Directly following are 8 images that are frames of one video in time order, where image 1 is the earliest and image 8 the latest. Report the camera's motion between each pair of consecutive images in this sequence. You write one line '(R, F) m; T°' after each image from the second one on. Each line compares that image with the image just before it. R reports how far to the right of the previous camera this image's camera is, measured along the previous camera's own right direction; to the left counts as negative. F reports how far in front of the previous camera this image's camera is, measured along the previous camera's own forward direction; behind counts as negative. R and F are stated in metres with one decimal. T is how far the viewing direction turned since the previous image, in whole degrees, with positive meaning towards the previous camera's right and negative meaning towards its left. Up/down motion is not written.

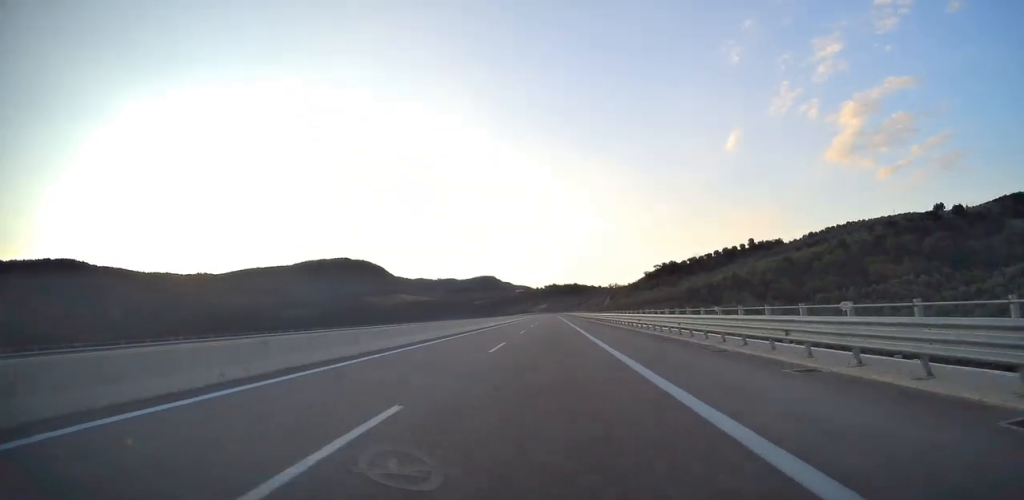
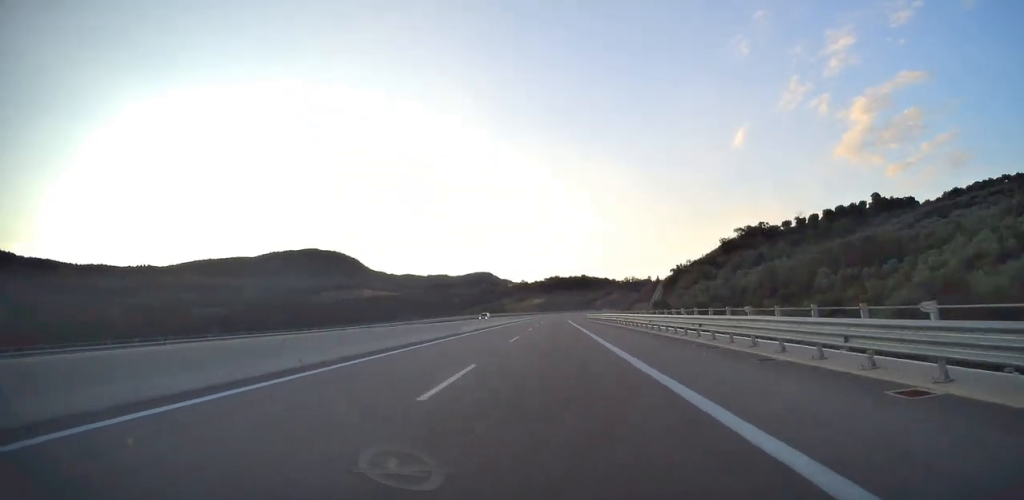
(-1.0, +203.6) m; +2°
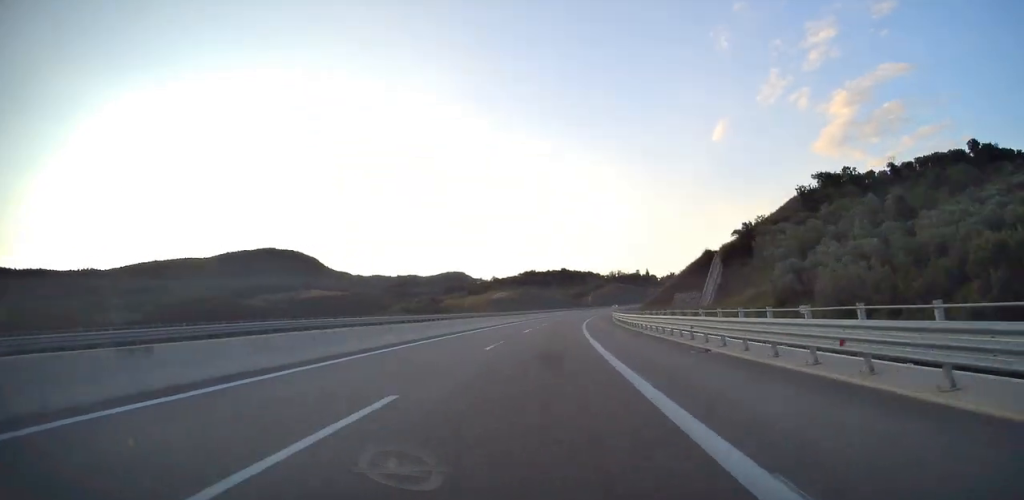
(-0.2, +97.3) m; +3°
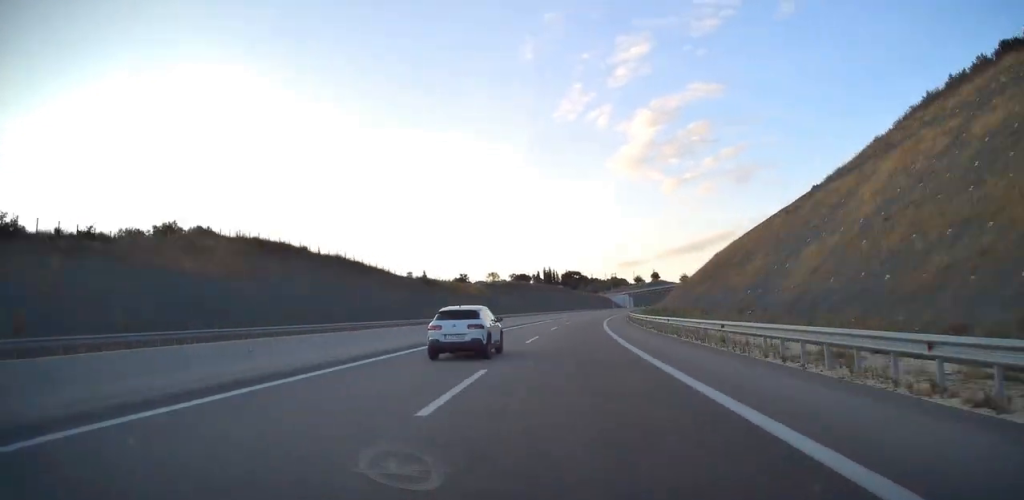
(+17.4, +220.5) m; +11°
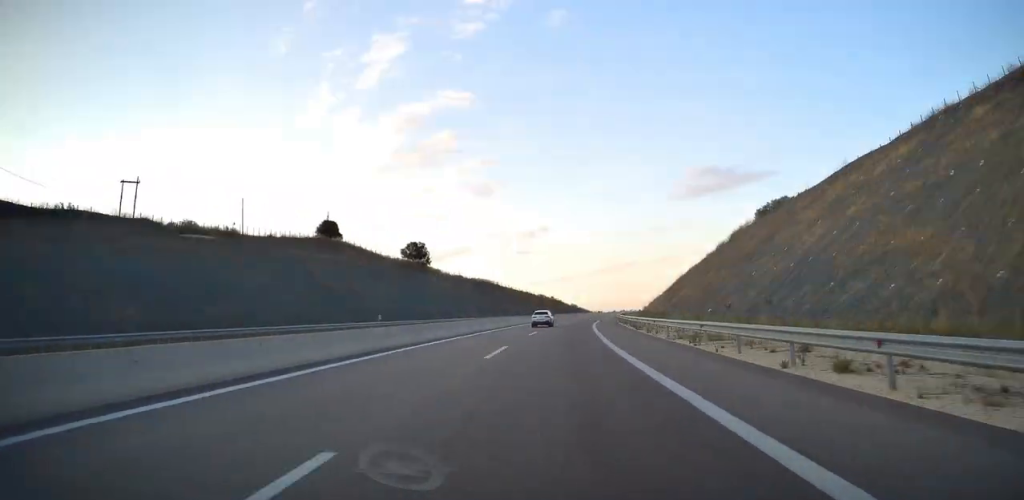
(+41.2, +219.4) m; +25°
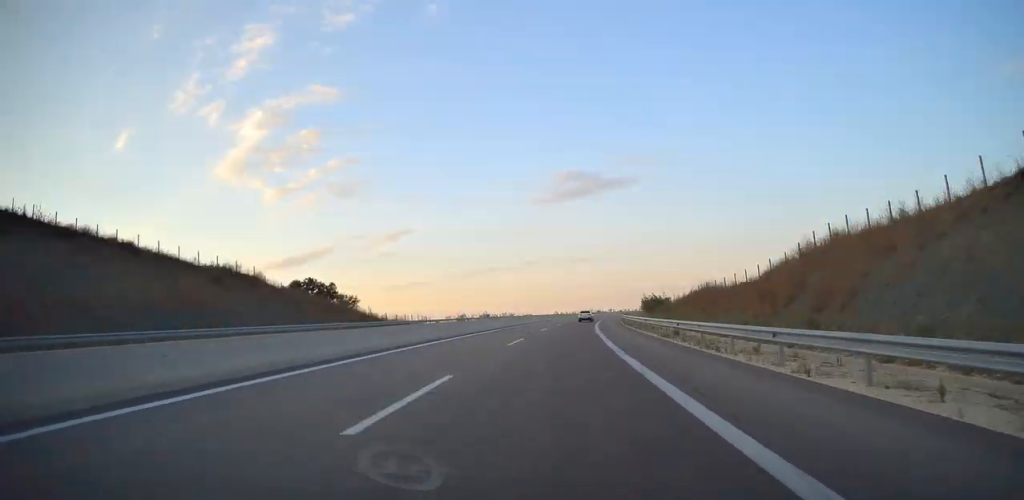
(+12.7, +204.6) m; +15°
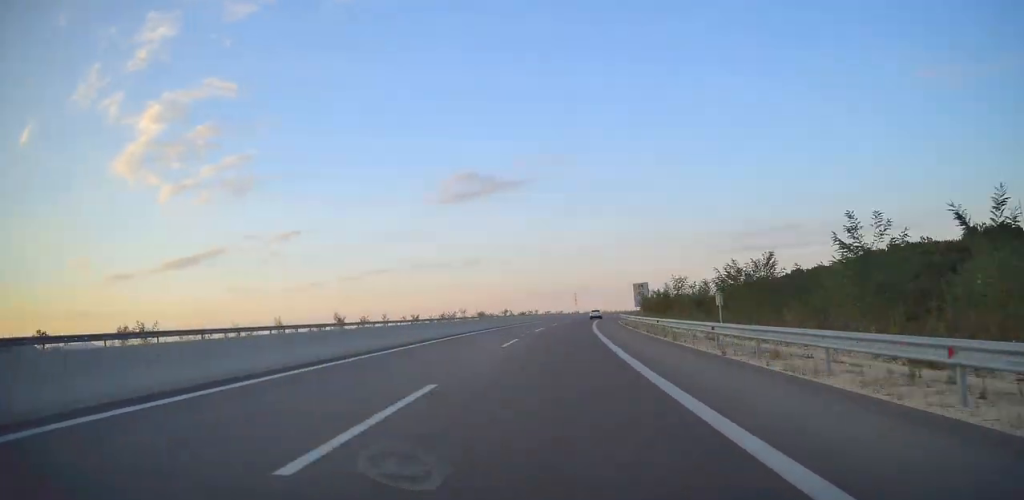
(+26.0, +172.1) m; +9°
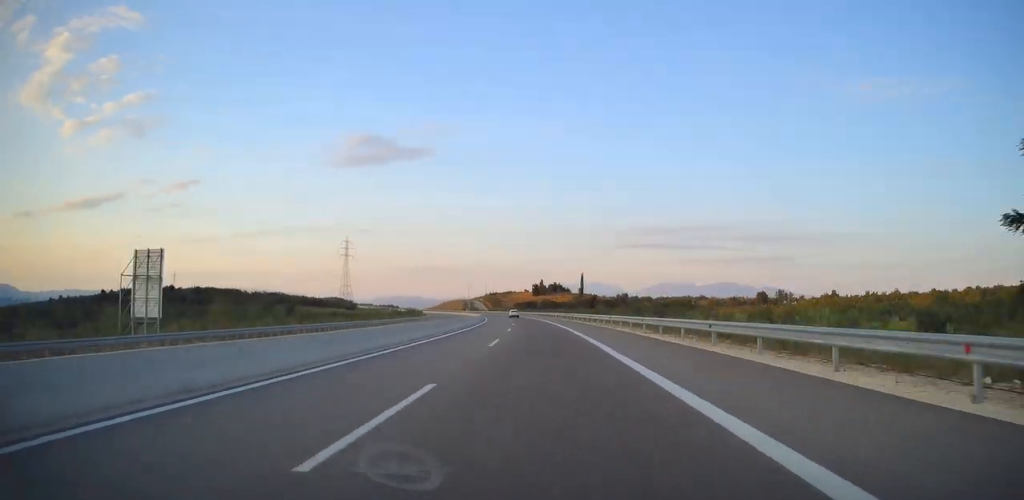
(+118.6, +577.2) m; +10°
